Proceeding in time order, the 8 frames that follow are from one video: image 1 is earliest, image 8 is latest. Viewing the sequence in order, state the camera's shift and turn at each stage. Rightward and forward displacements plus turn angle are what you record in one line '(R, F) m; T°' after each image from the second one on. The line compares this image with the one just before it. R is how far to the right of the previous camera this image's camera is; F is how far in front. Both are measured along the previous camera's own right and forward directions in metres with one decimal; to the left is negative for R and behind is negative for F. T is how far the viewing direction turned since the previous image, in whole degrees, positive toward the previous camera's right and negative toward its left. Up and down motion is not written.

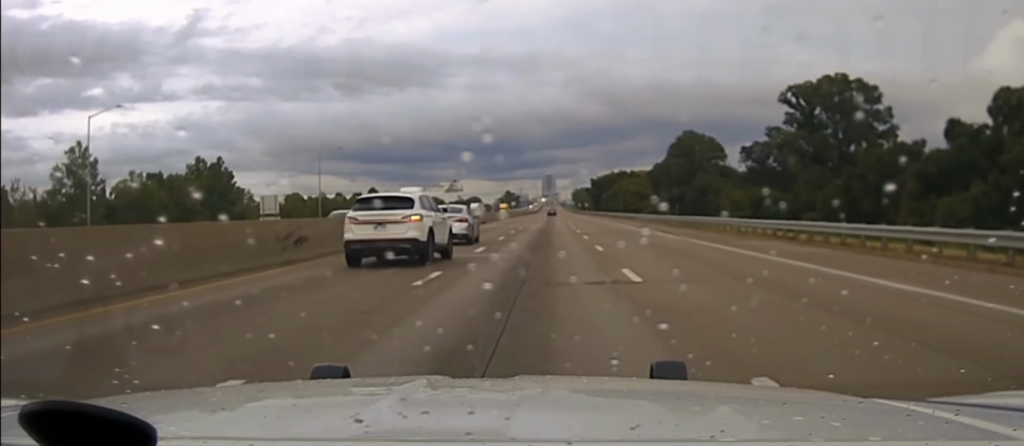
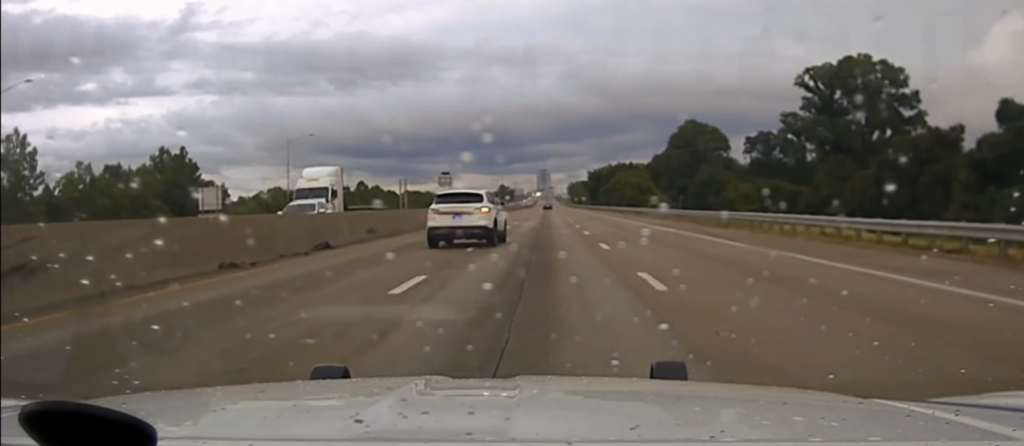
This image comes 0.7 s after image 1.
(+0.2, +14.7) m; +1°
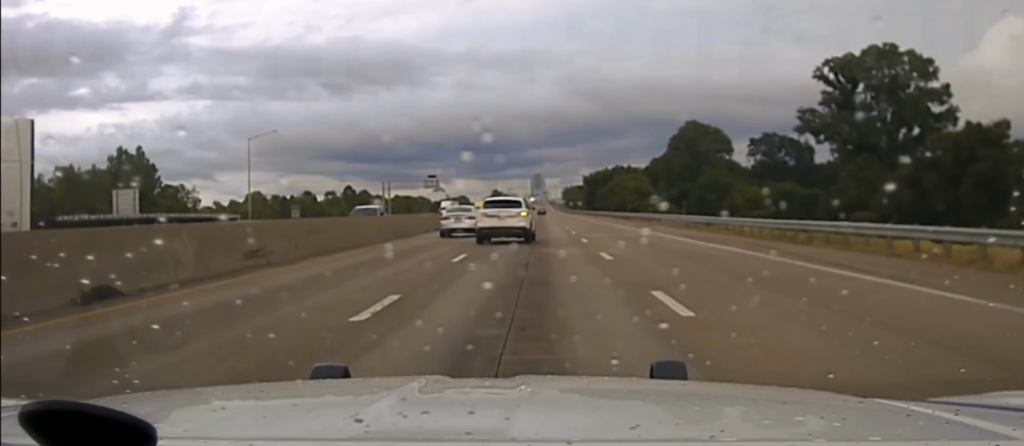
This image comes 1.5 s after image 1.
(0.0, +18.7) m; 0°
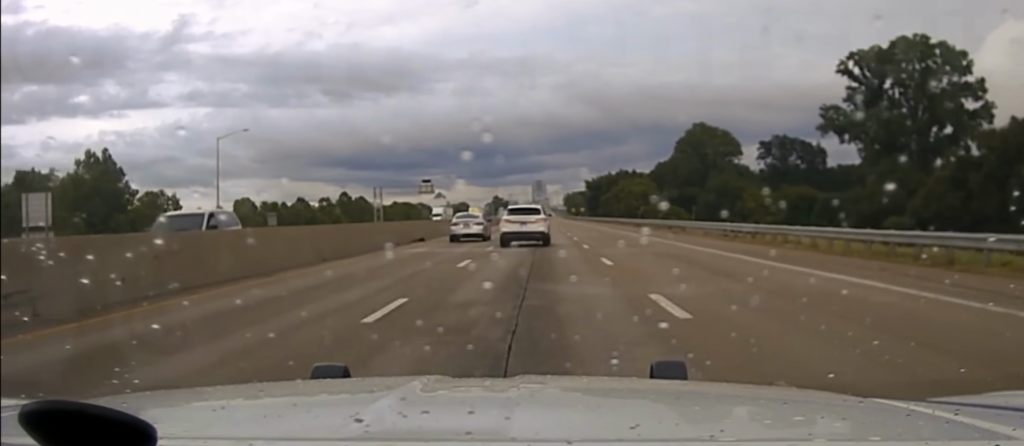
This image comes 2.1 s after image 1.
(0.0, +16.3) m; 0°
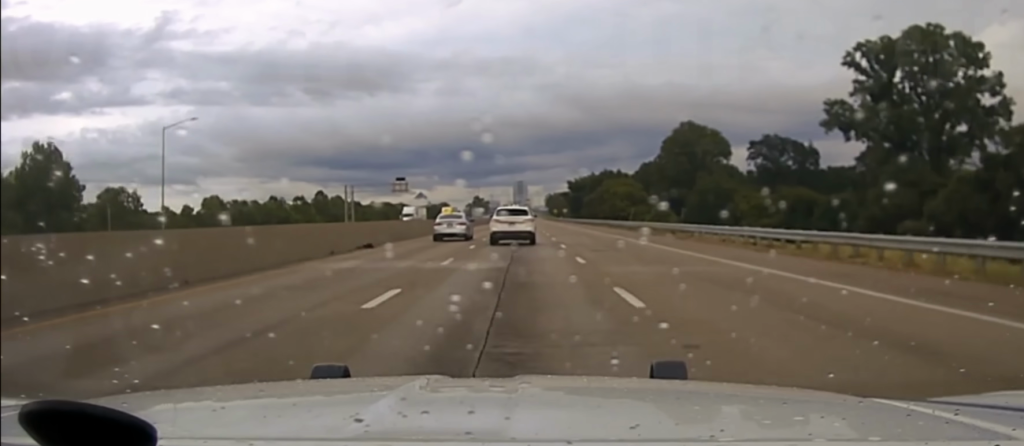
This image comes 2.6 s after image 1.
(0.0, +14.6) m; 0°
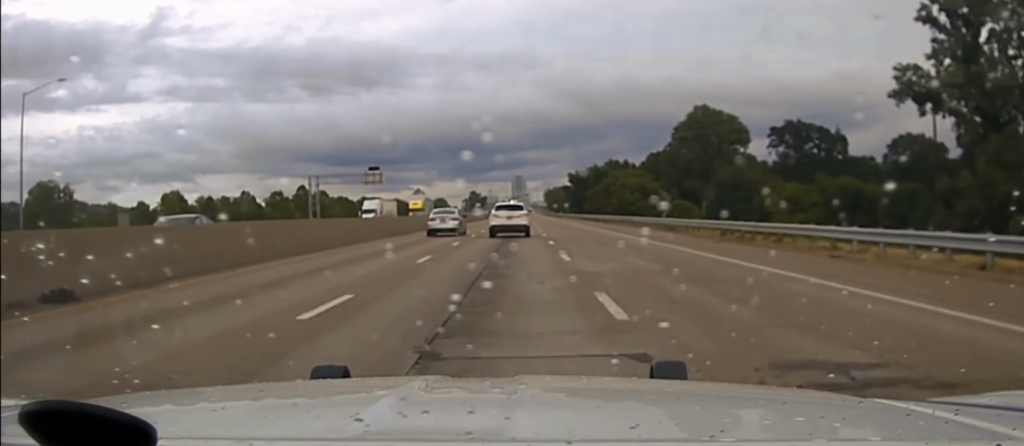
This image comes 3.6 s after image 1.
(0.0, +30.1) m; +1°
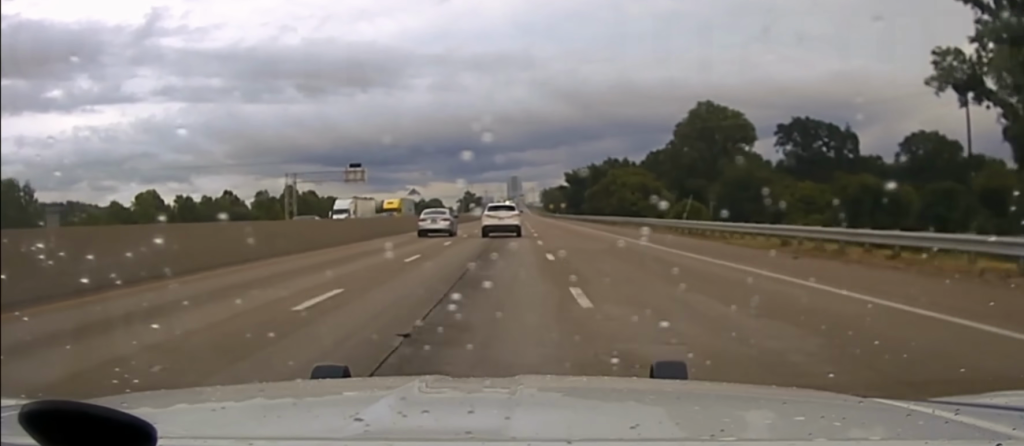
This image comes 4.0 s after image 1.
(+0.2, +11.7) m; 0°
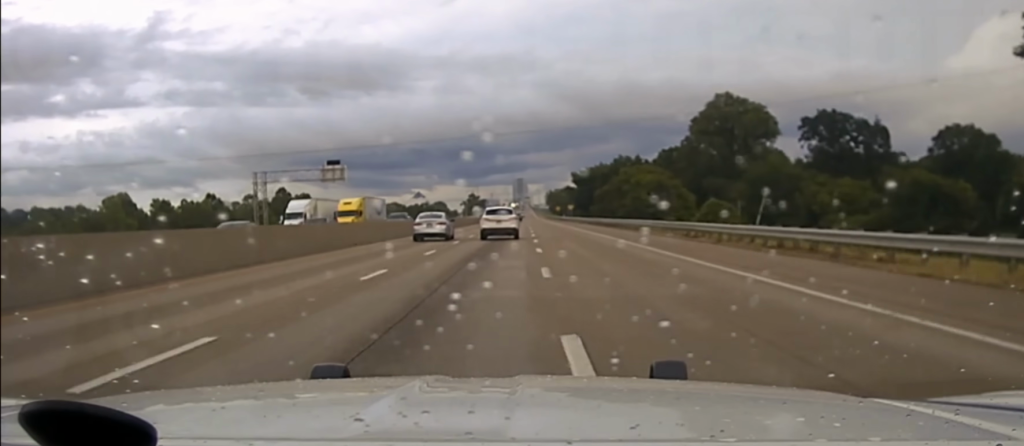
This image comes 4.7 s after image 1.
(+0.2, +16.7) m; -1°
